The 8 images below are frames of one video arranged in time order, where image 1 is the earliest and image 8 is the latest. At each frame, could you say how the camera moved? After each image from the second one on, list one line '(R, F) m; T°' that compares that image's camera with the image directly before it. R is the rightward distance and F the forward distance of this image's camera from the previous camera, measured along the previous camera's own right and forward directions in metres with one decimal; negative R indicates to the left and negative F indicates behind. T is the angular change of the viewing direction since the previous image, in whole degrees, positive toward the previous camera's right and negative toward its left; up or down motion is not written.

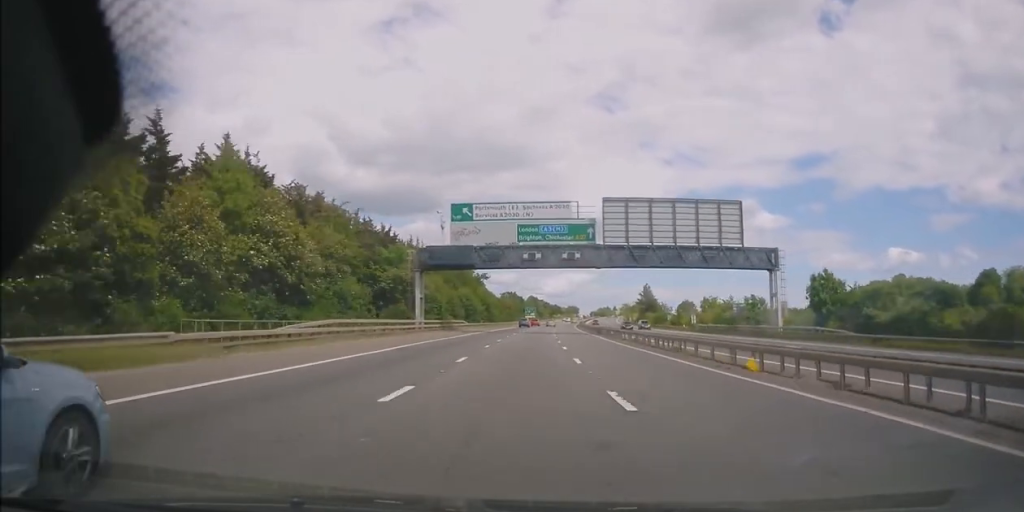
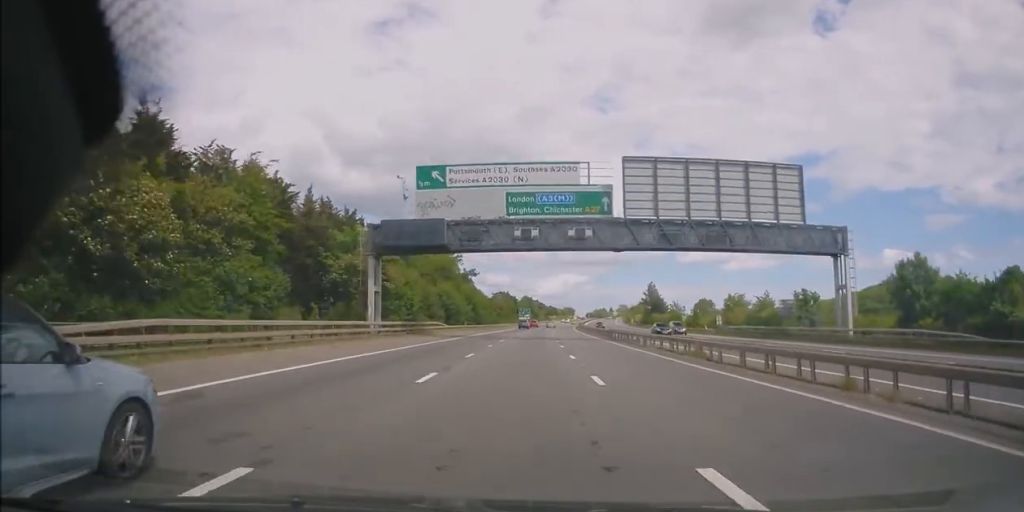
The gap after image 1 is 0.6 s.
(0.0, +15.7) m; +1°
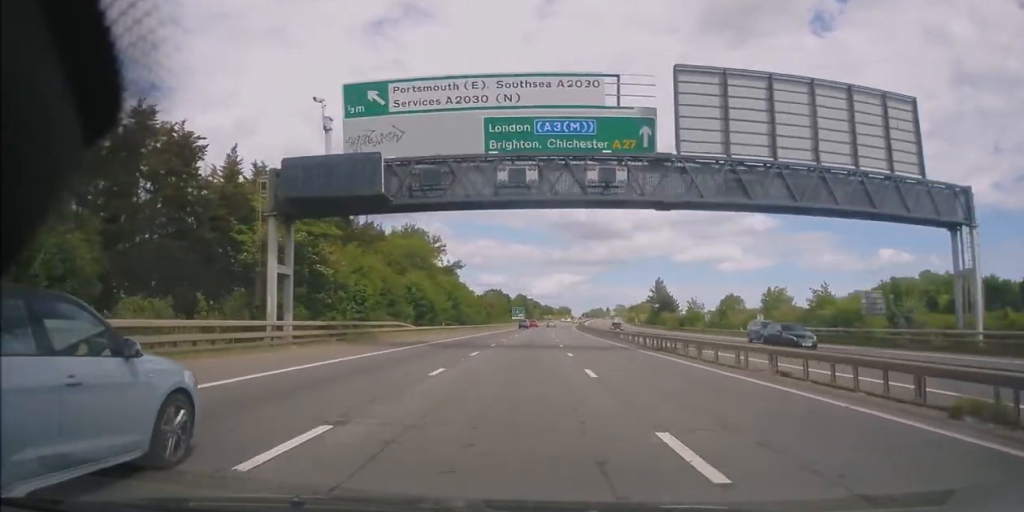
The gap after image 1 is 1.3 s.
(0.0, +16.5) m; +1°
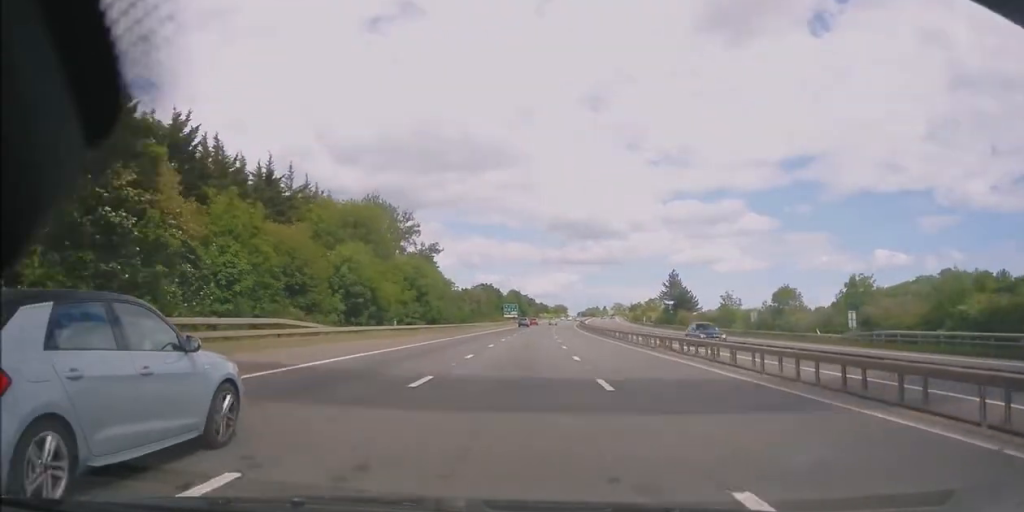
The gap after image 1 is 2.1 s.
(+0.4, +20.6) m; 0°
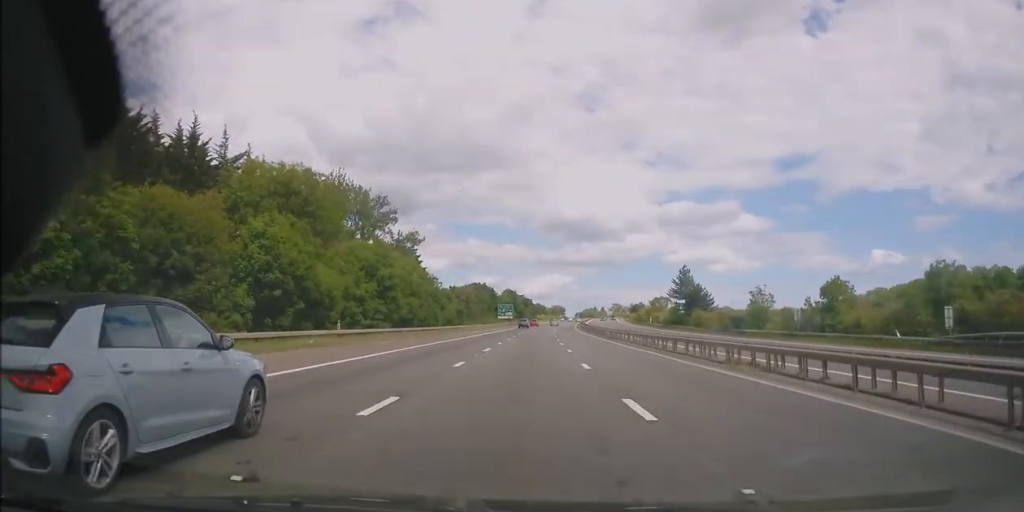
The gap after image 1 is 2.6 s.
(-0.2, +12.3) m; 0°
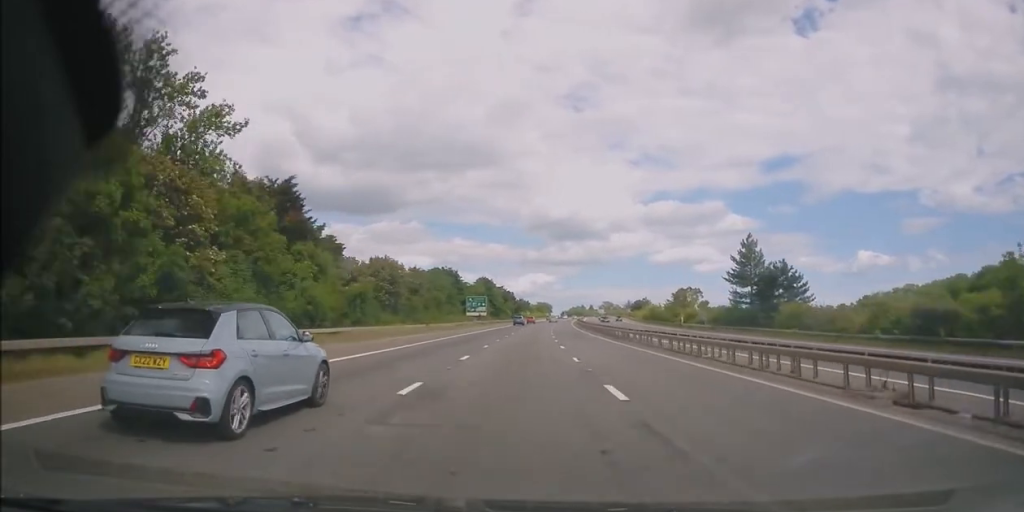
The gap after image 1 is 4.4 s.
(+0.8, +42.7) m; +3°
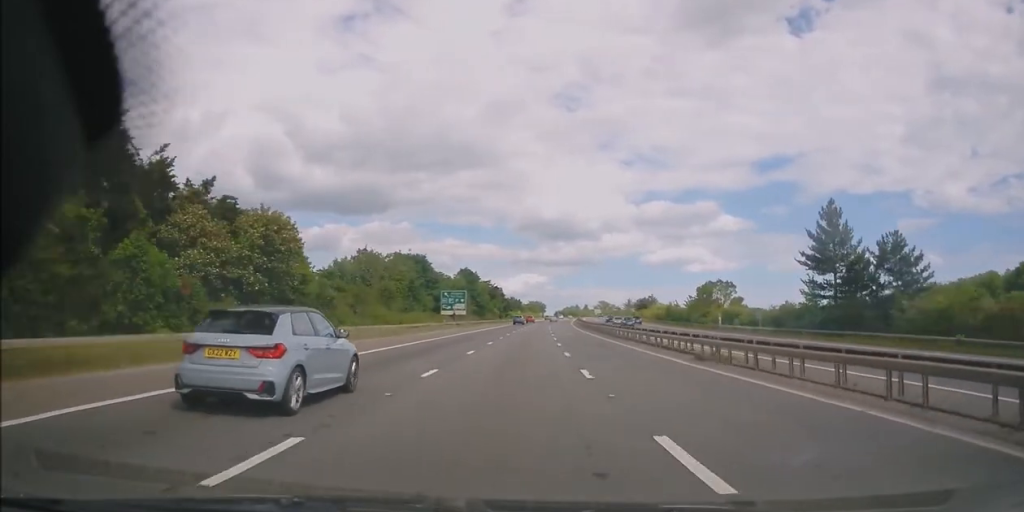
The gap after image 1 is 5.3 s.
(+0.4, +23.8) m; 0°
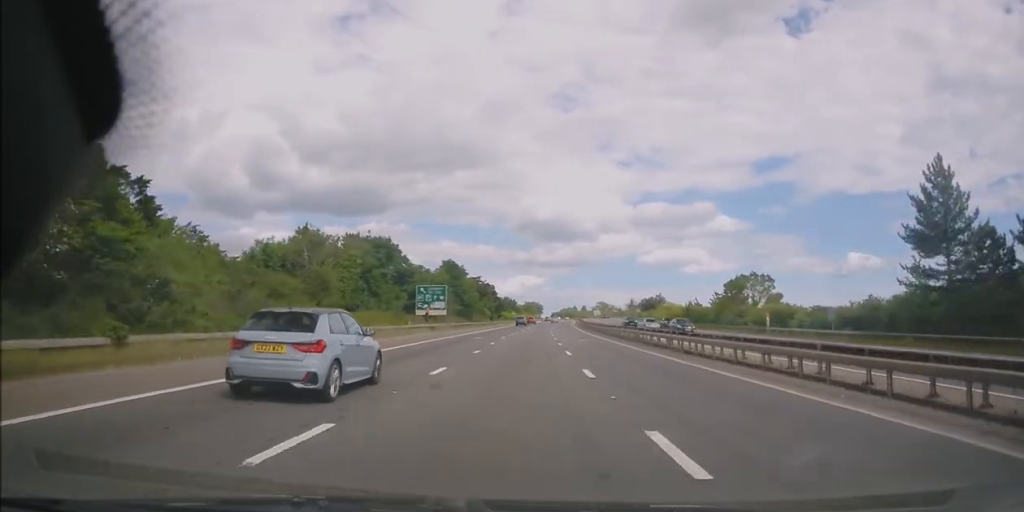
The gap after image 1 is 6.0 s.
(-0.4, +17.2) m; 0°
